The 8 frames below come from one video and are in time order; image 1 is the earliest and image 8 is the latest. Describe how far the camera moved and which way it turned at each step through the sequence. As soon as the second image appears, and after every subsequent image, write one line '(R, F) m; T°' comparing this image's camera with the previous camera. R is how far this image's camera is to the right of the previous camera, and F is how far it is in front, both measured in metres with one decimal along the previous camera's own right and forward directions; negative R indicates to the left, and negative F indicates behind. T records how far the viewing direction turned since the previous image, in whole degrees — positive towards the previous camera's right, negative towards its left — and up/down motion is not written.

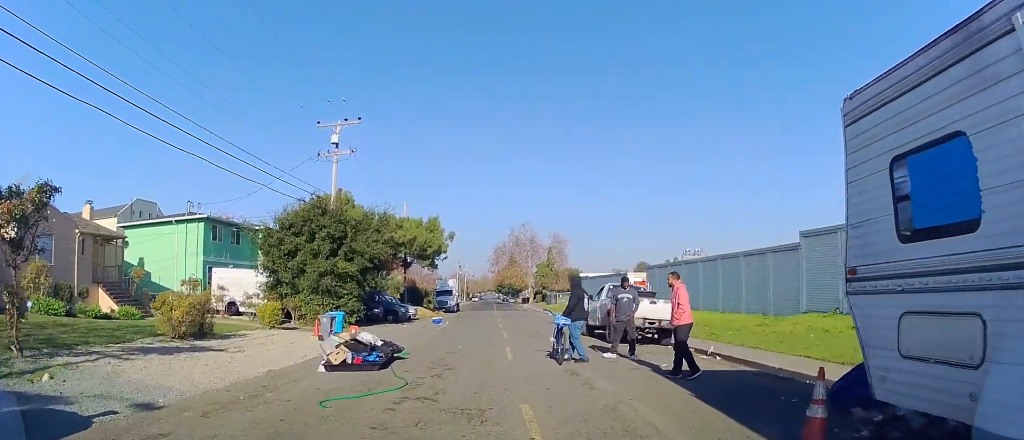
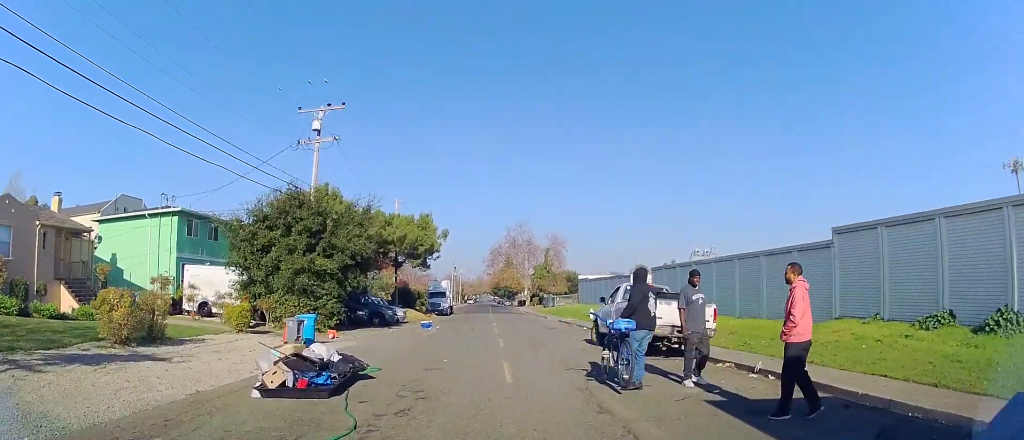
(0.0, +2.5) m; -2°
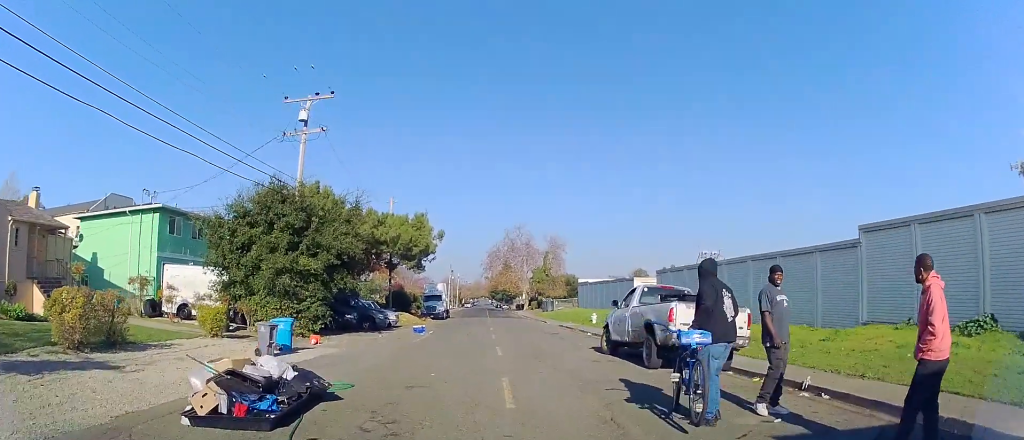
(0.0, +1.6) m; -3°
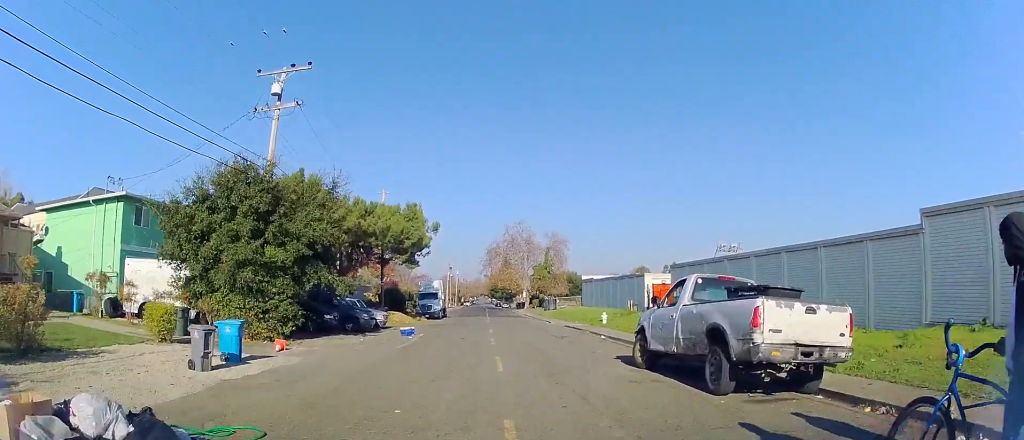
(-0.1, +3.1) m; 0°
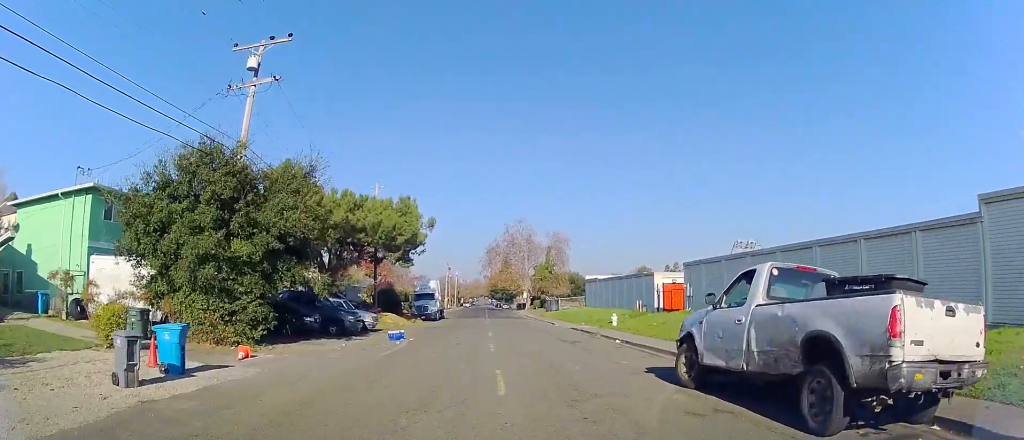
(0.0, +2.5) m; +1°
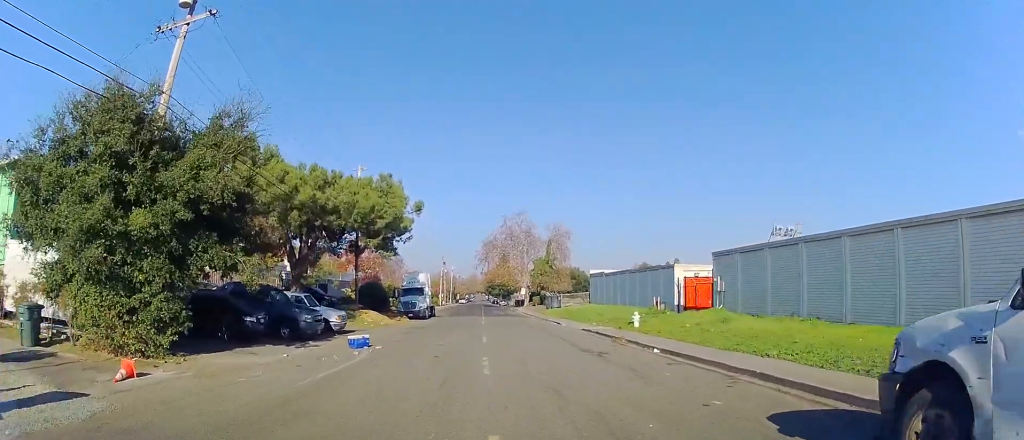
(+0.2, +5.5) m; +2°
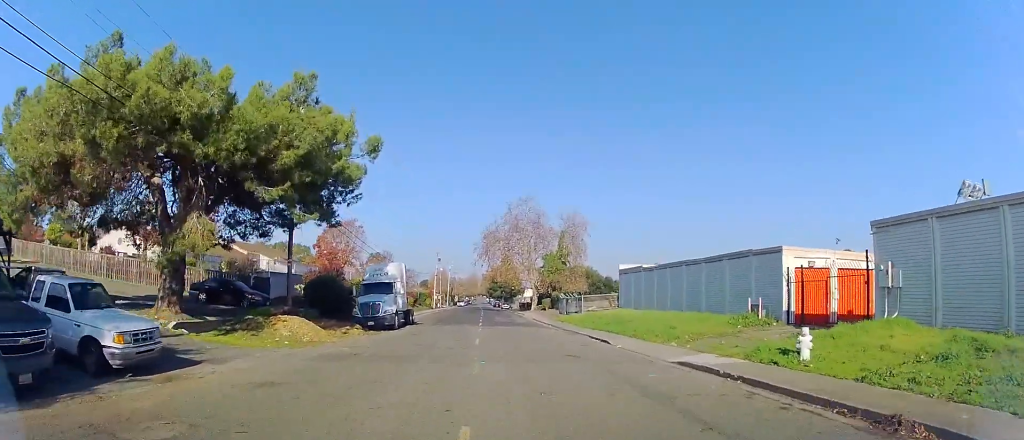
(+0.2, +14.8) m; -1°
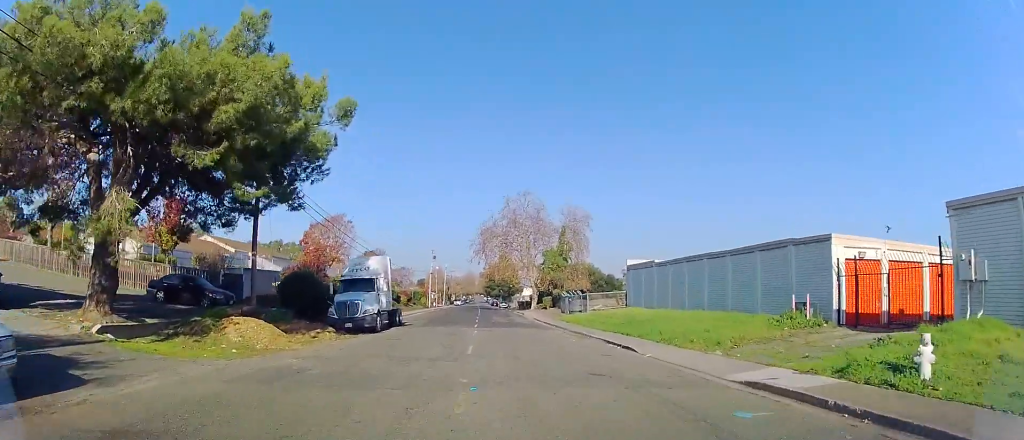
(-0.1, +4.1) m; 0°
